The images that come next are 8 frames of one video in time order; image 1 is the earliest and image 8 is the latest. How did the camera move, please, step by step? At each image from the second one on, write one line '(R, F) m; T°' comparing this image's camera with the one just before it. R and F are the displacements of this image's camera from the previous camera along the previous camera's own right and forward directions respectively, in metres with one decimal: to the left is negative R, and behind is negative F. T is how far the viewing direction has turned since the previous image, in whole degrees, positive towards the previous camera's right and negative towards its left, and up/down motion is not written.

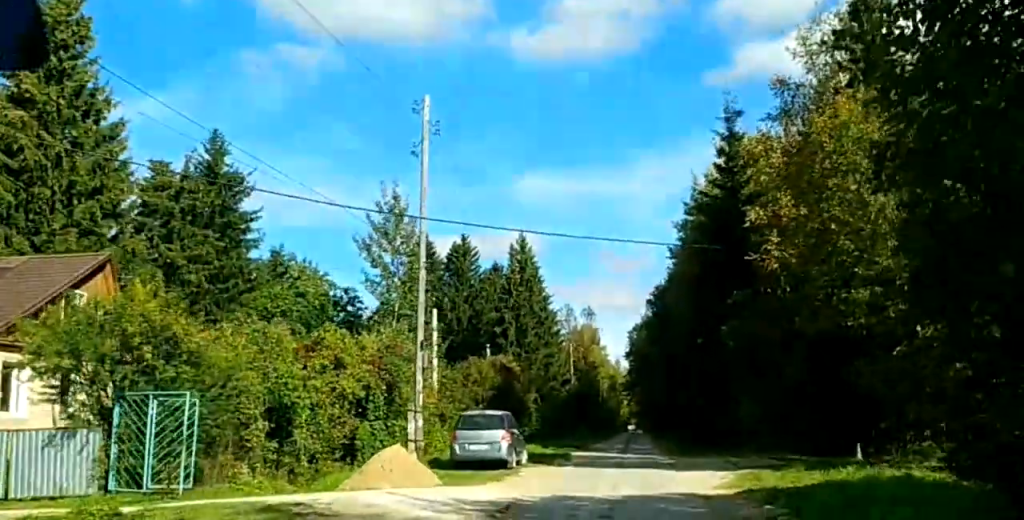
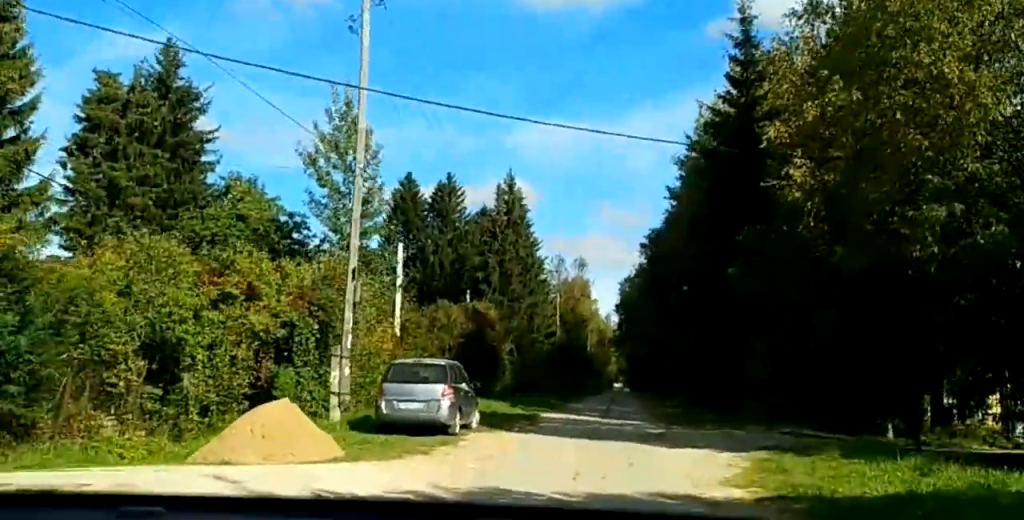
(+0.2, +6.5) m; 0°
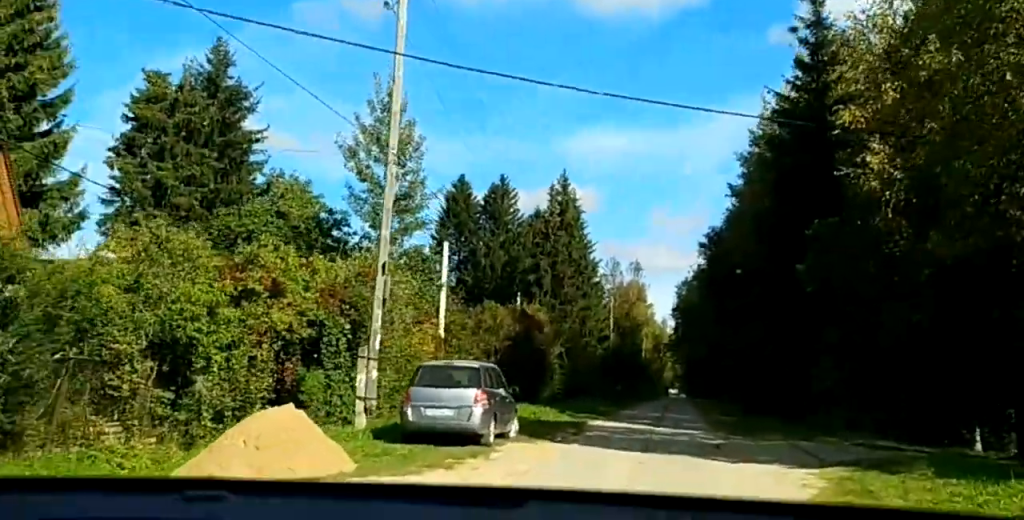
(0.0, +2.4) m; -1°
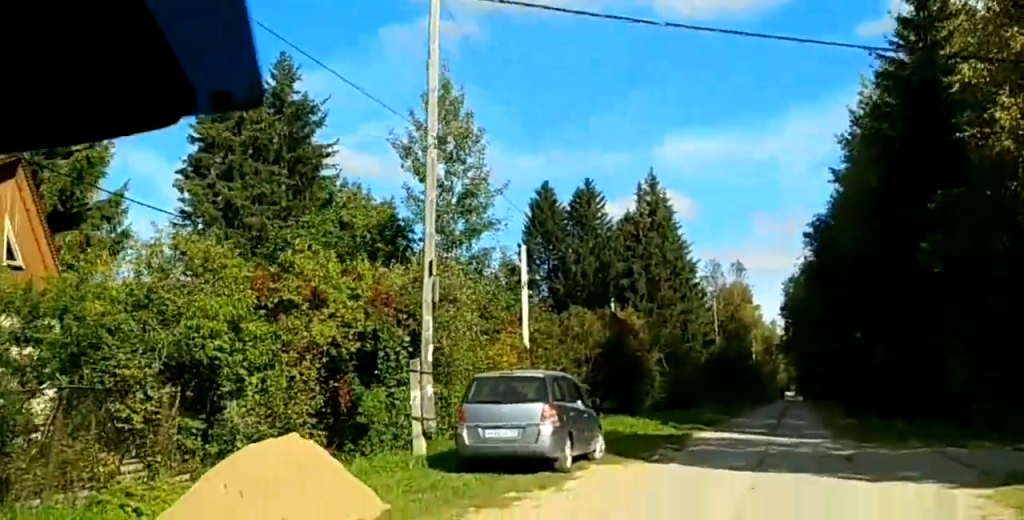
(-0.1, +3.2) m; -1°
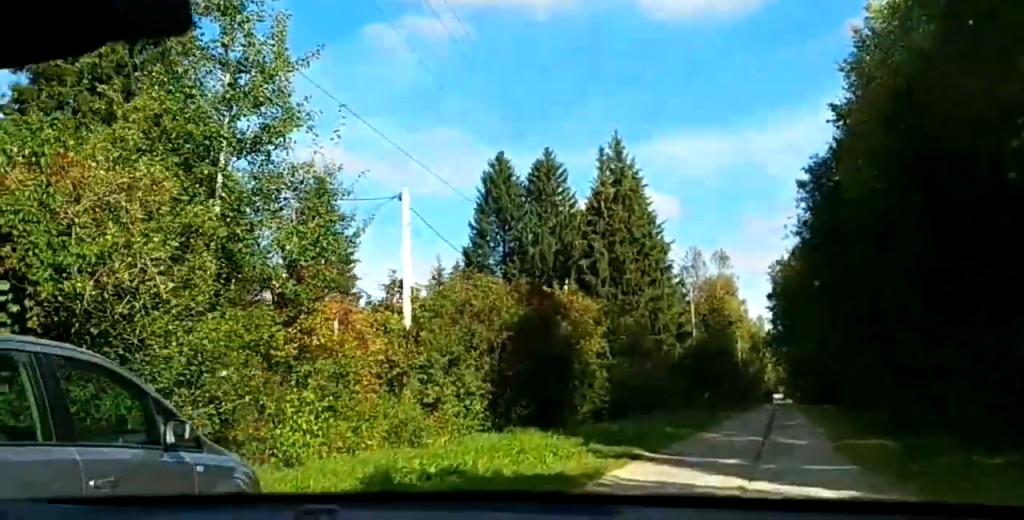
(-0.4, +12.0) m; -4°
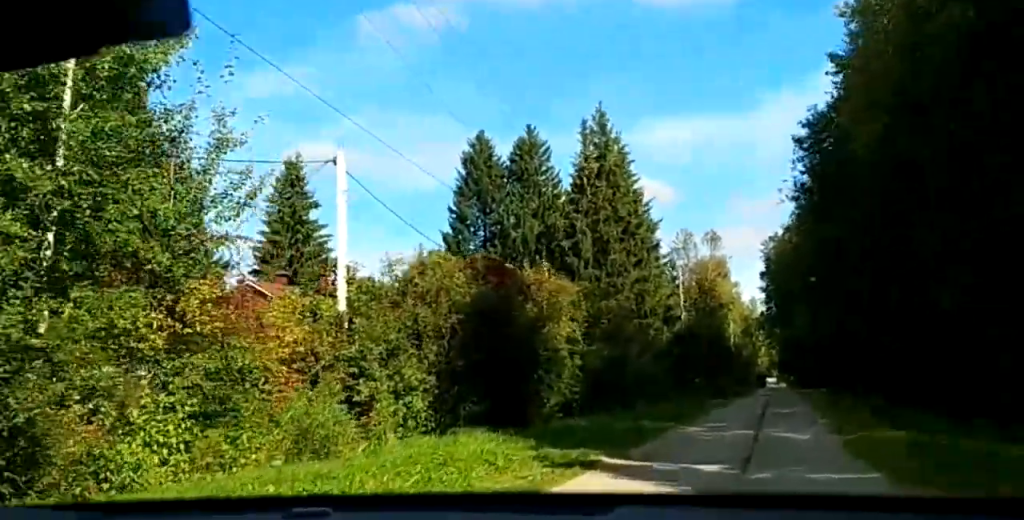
(0.0, +3.9) m; -2°
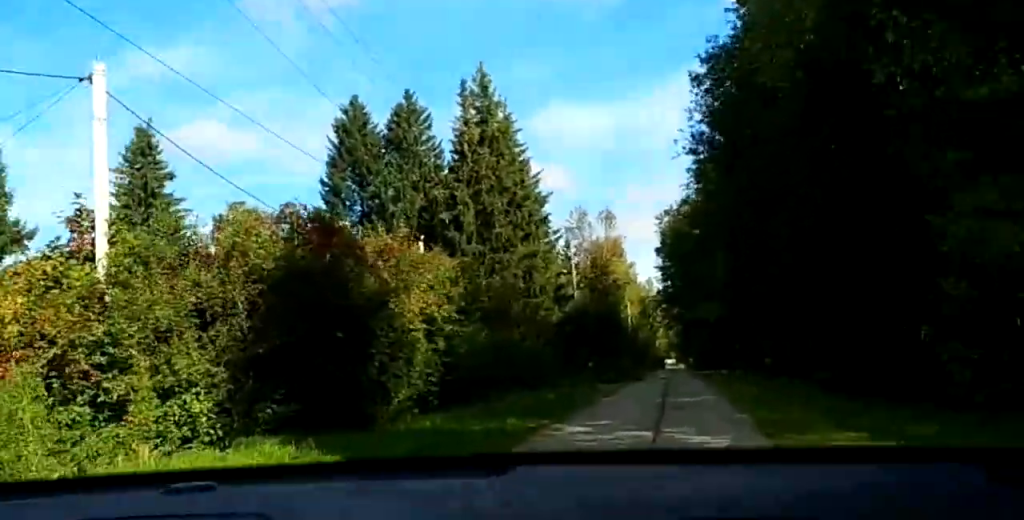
(-0.2, +5.9) m; -1°
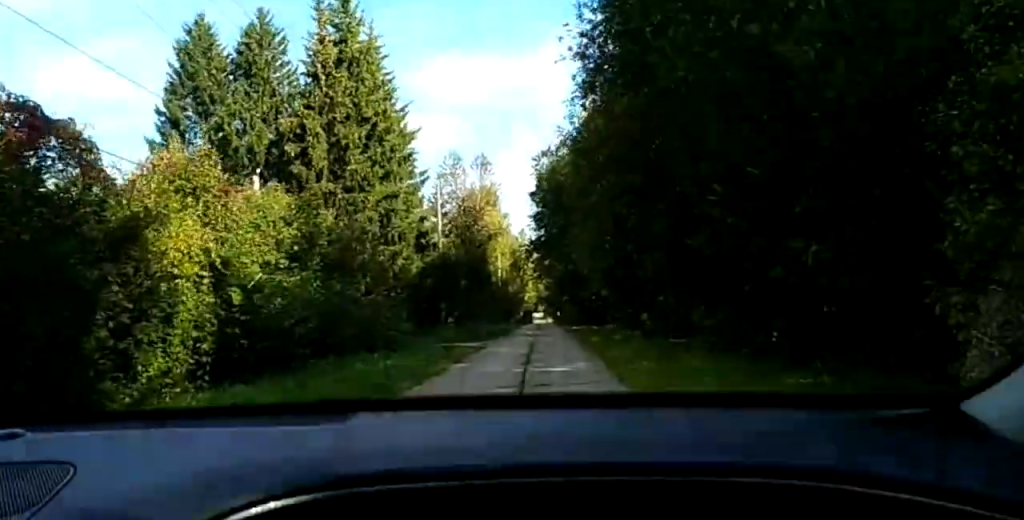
(0.0, +5.9) m; 0°
